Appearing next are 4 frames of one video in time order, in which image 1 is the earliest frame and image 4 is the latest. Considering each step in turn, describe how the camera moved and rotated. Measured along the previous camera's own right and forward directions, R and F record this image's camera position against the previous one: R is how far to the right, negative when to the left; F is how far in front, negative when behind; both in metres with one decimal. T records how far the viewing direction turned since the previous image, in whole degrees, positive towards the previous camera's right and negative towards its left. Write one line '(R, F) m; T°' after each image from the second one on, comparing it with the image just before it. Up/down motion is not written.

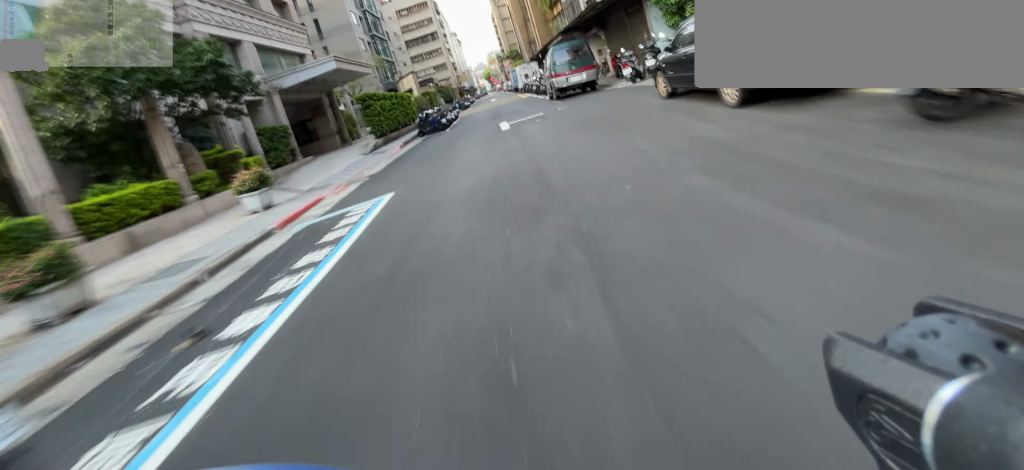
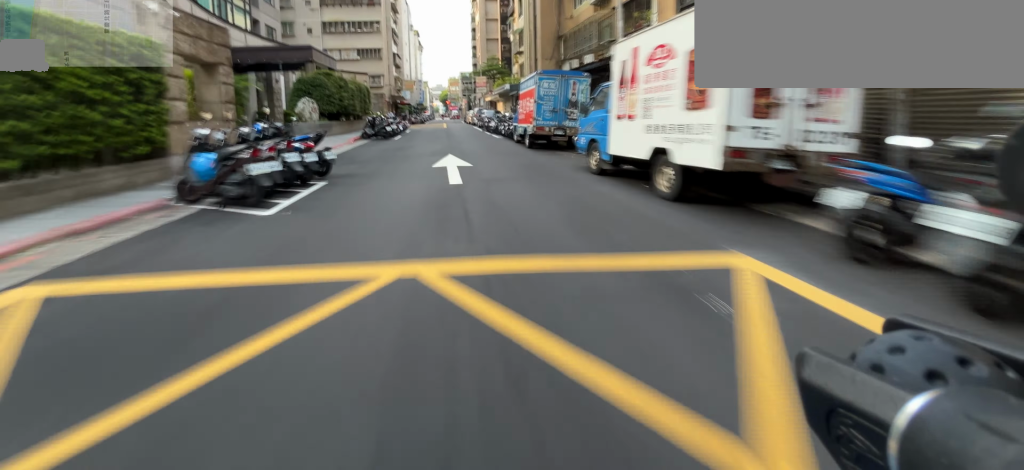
(+7.6, +34.0) m; +13°
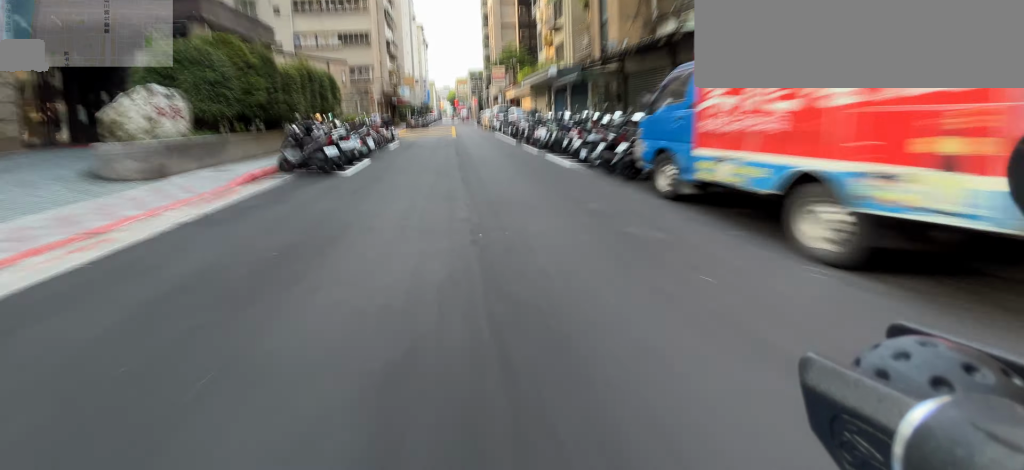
(+0.5, +11.6) m; 0°
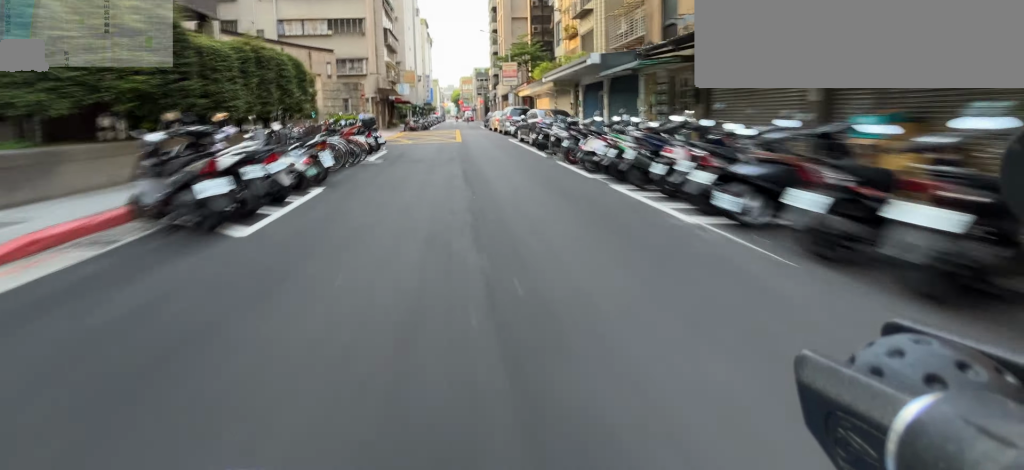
(0.0, +4.8) m; -1°
